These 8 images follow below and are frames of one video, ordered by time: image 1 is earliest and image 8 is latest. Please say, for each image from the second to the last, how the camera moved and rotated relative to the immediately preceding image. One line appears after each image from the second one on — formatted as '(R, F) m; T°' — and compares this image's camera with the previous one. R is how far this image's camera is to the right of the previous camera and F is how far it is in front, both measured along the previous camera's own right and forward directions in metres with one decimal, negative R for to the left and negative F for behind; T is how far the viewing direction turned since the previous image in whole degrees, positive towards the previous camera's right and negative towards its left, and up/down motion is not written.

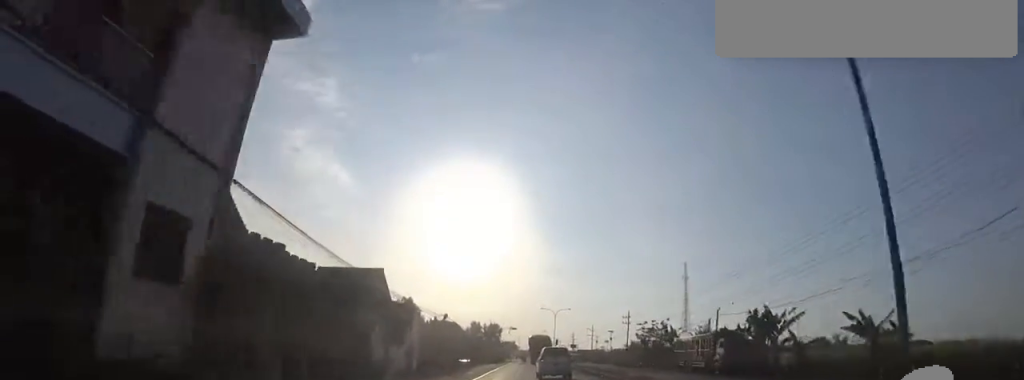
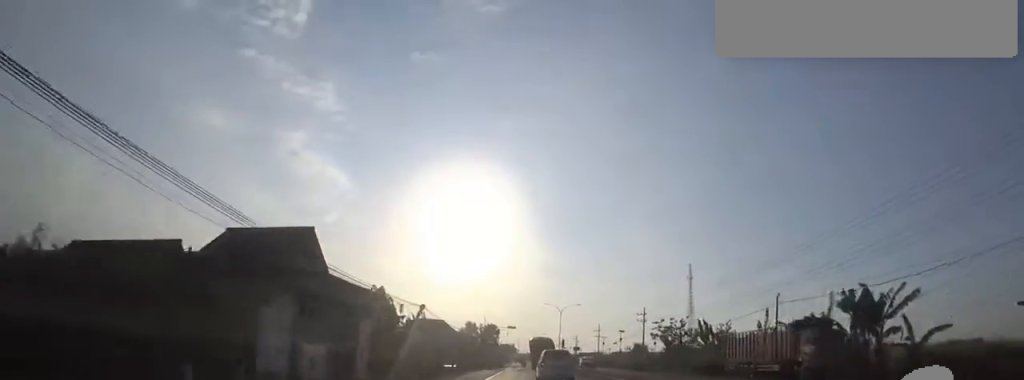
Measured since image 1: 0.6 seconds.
(0.0, +11.7) m; 0°
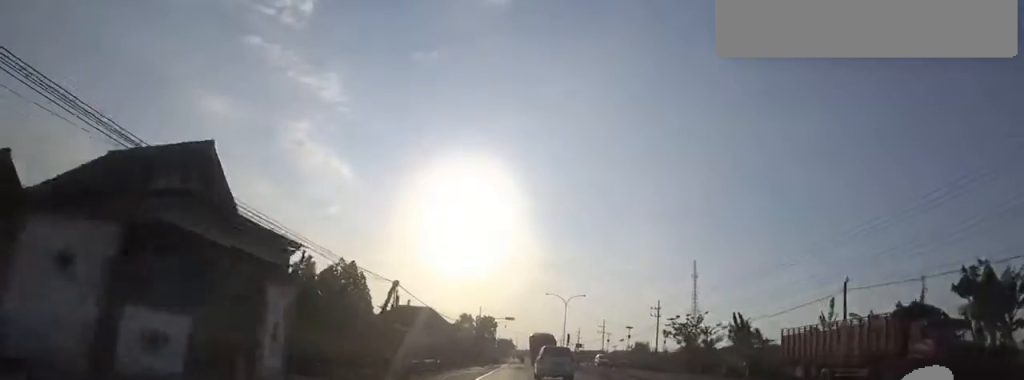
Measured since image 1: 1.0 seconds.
(0.0, +8.3) m; 0°
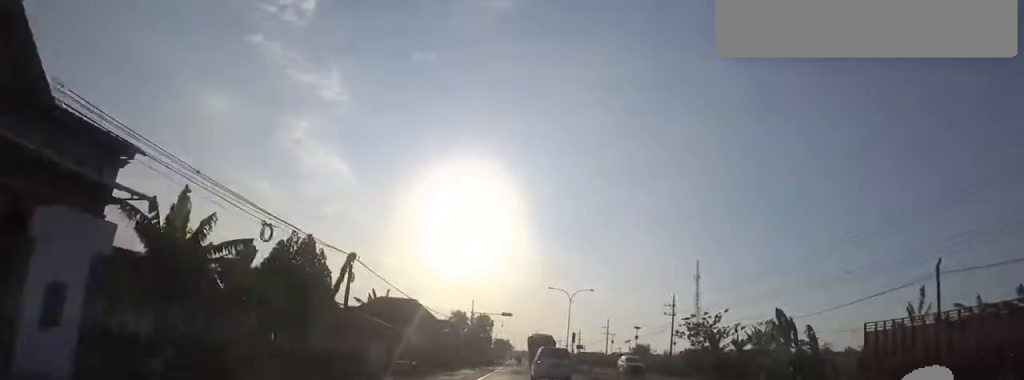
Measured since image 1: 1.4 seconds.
(-0.1, +7.6) m; +1°
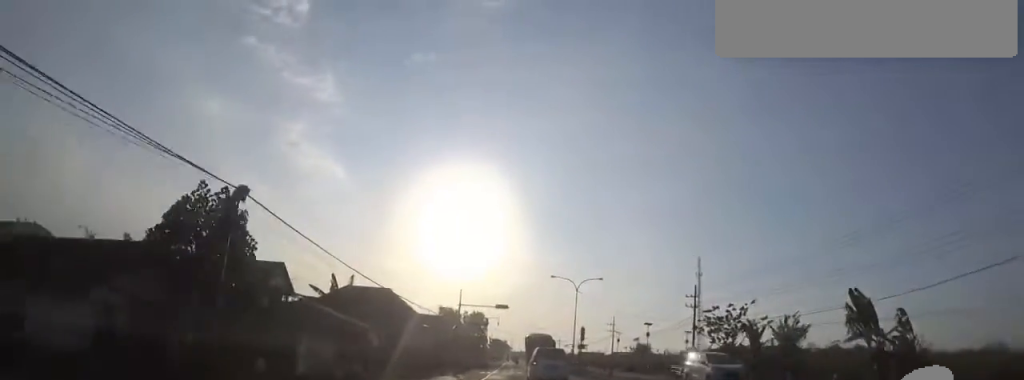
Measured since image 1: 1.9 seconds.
(0.0, +8.7) m; +1°
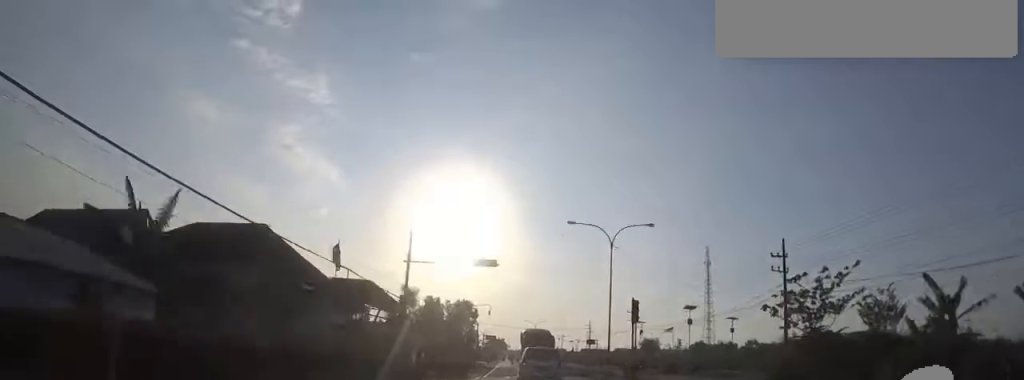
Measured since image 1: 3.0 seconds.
(+0.4, +19.2) m; -1°
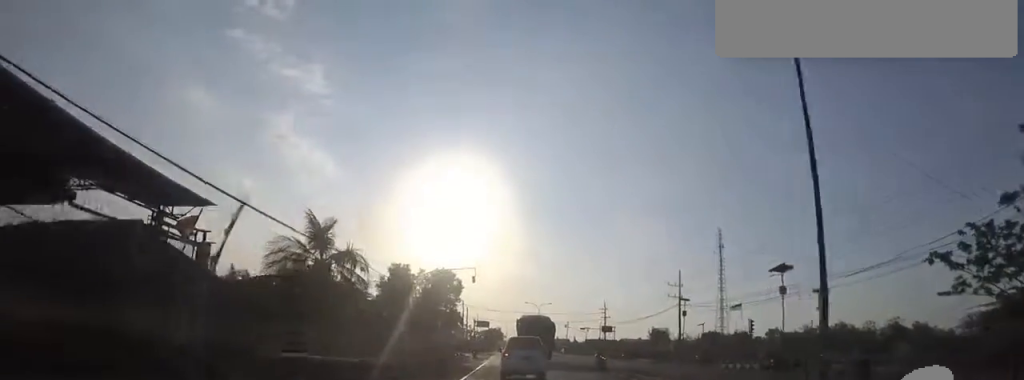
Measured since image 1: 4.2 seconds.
(-1.0, +20.6) m; -3°
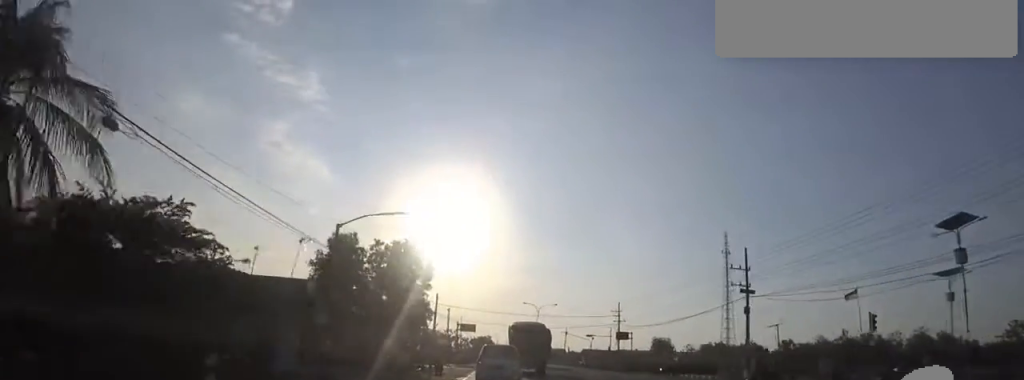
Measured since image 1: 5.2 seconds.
(0.0, +17.3) m; +3°
